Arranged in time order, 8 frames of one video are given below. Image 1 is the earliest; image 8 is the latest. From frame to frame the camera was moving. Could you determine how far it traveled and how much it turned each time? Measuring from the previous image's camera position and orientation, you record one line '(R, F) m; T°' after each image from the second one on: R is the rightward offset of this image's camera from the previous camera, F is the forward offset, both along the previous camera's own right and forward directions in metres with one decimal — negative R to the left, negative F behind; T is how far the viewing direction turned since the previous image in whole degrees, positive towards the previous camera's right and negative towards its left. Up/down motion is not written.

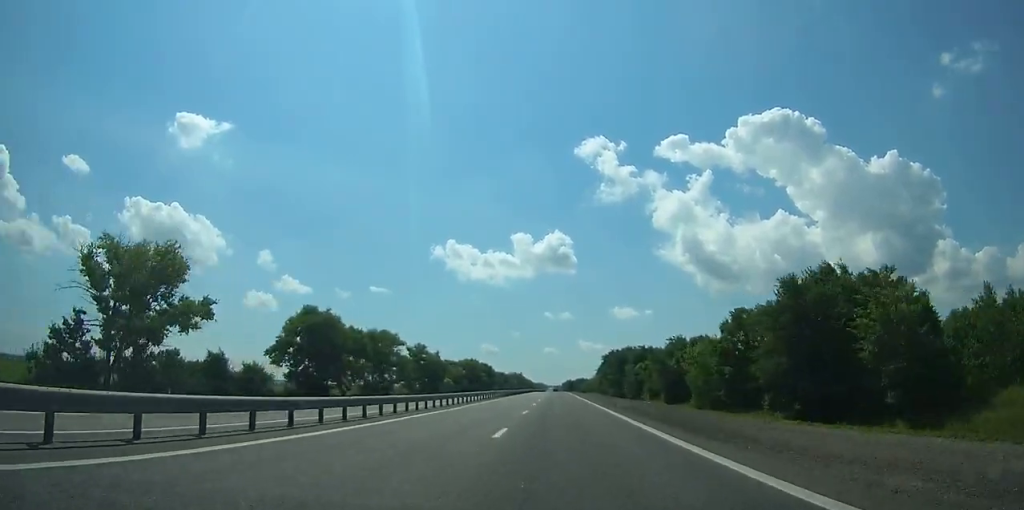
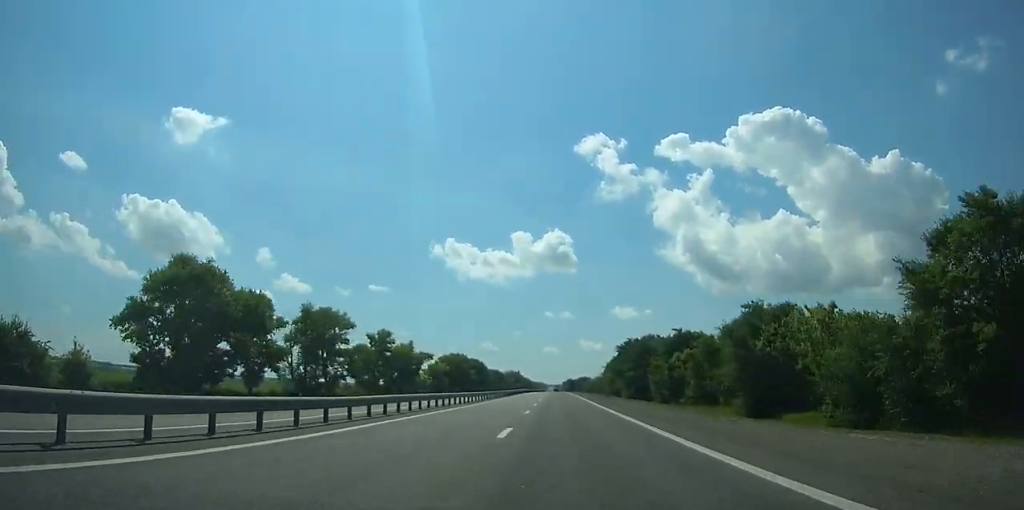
(0.0, +34.0) m; 0°
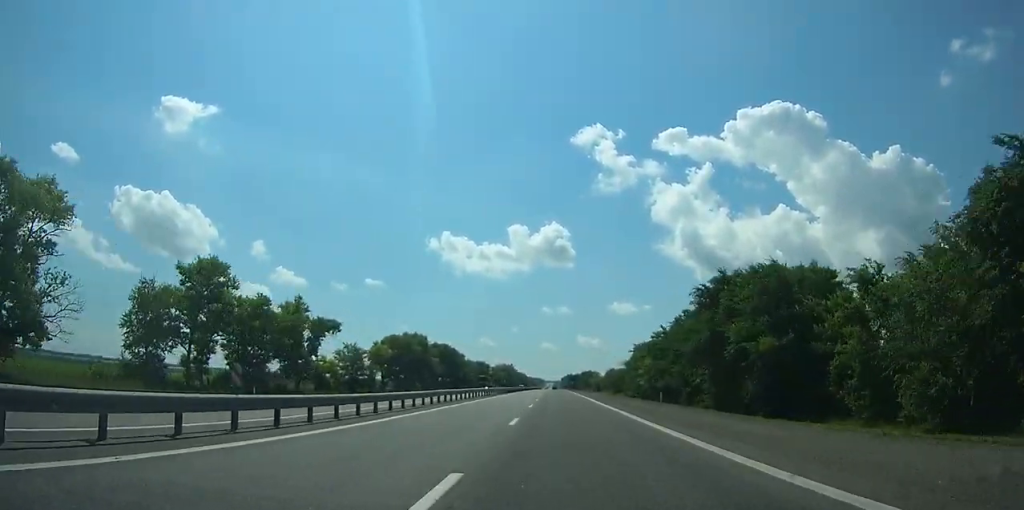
(0.0, +68.8) m; 0°
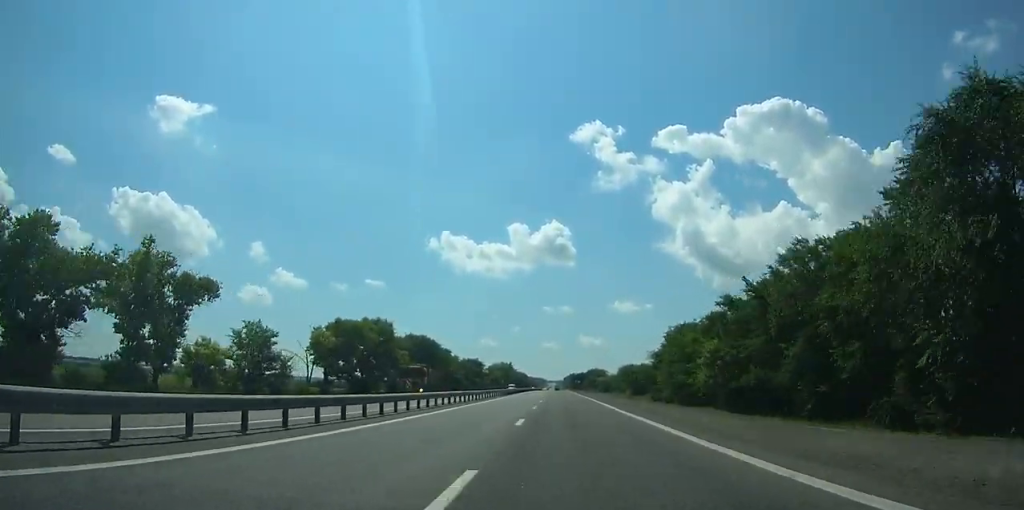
(-0.1, +35.4) m; 0°
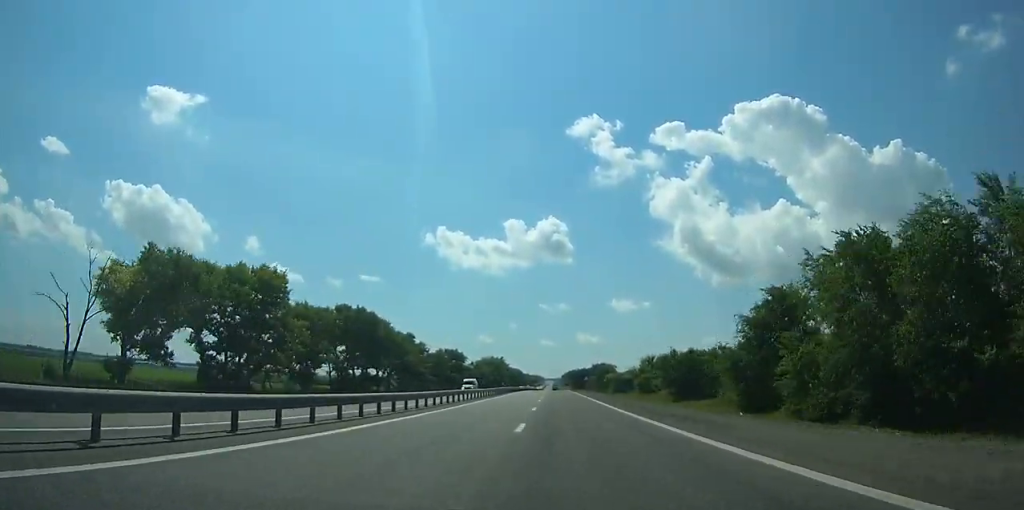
(+0.1, +51.3) m; 0°
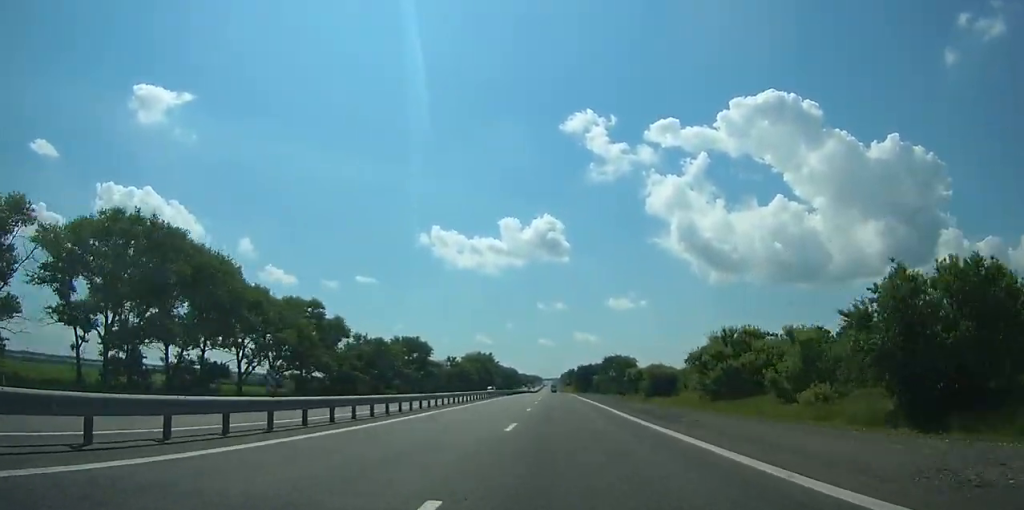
(+0.2, +61.1) m; 0°
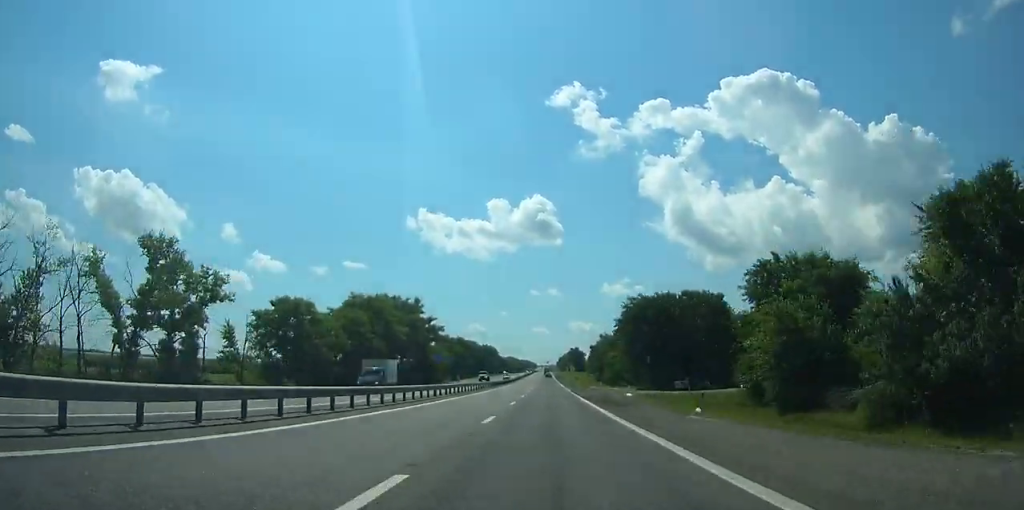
(-0.1, +159.3) m; 0°
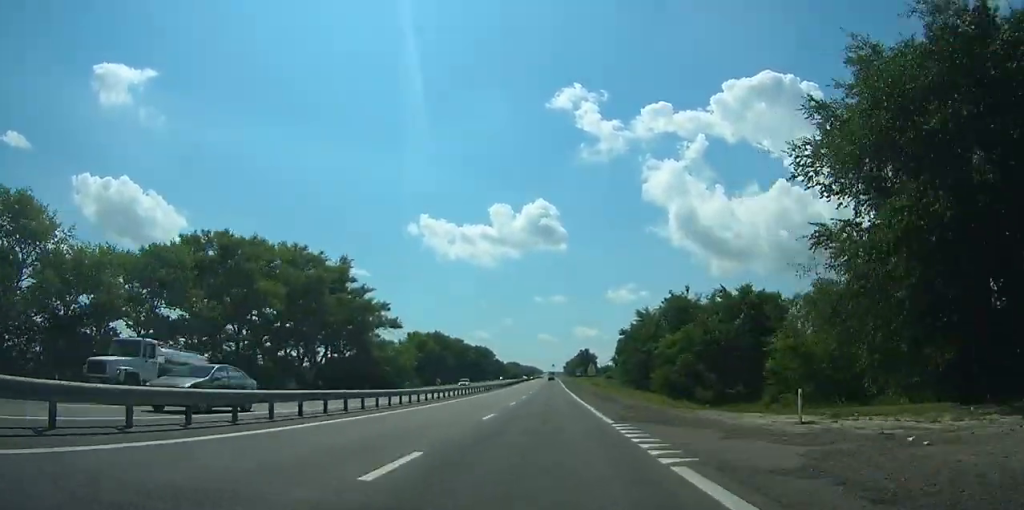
(+0.1, +56.5) m; 0°
